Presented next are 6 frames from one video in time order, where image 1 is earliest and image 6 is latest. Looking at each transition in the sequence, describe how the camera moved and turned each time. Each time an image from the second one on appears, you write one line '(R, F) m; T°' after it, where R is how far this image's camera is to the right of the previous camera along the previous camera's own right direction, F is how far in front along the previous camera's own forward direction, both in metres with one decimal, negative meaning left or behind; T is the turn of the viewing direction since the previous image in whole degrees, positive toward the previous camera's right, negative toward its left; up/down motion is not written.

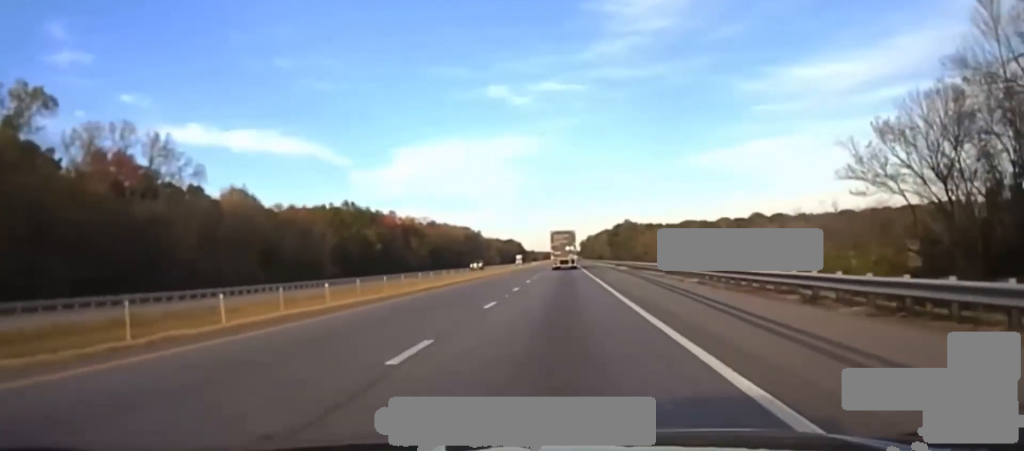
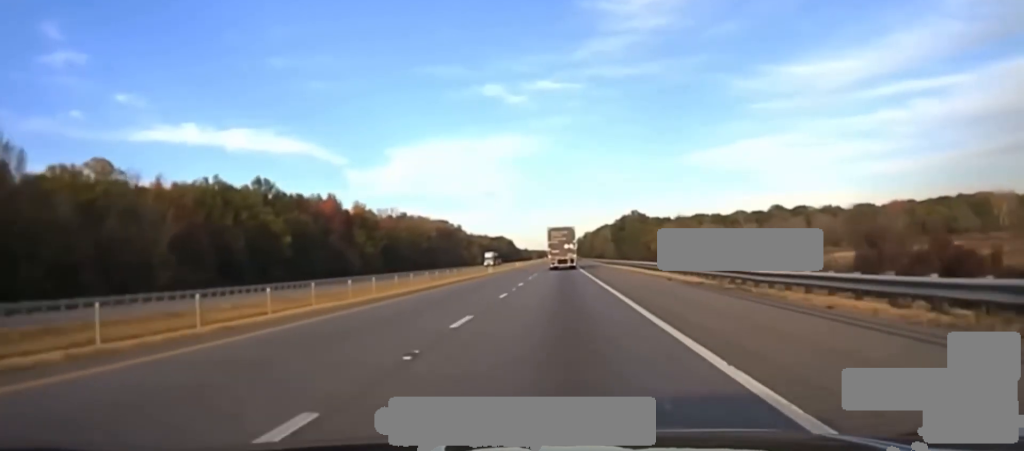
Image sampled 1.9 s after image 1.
(+0.3, +59.1) m; 0°
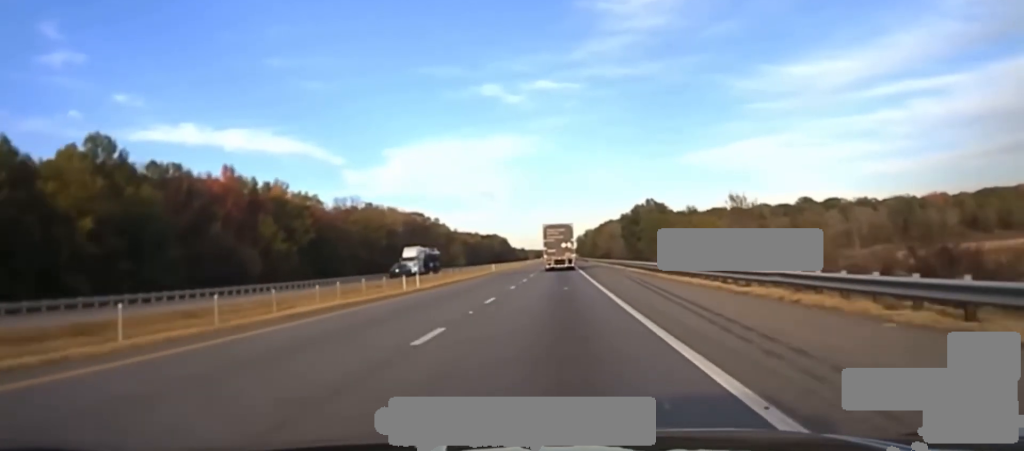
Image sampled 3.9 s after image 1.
(-0.2, +65.6) m; 0°
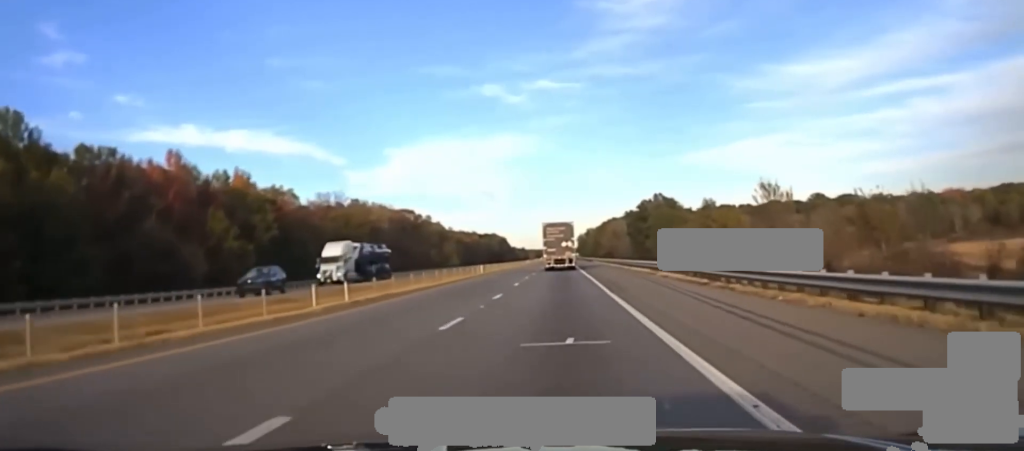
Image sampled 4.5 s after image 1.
(+0.3, +23.1) m; 0°
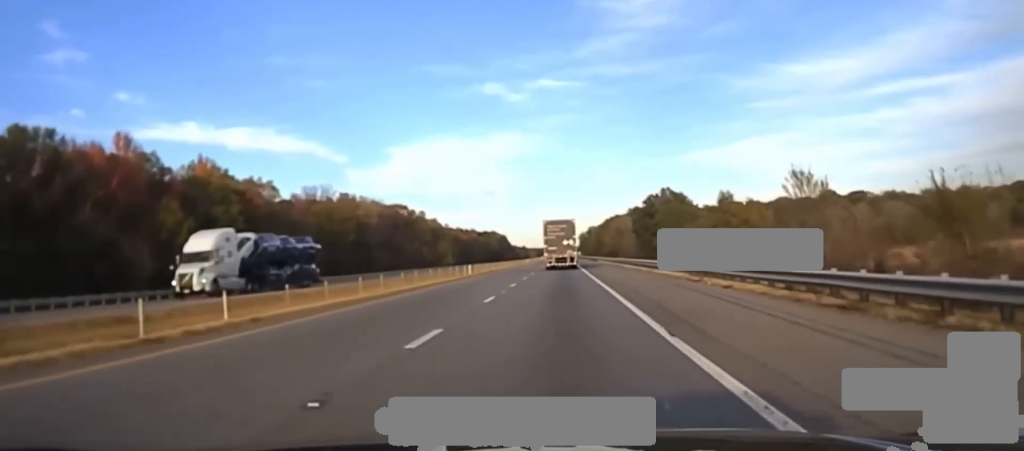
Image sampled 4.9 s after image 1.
(0.0, +16.5) m; 0°
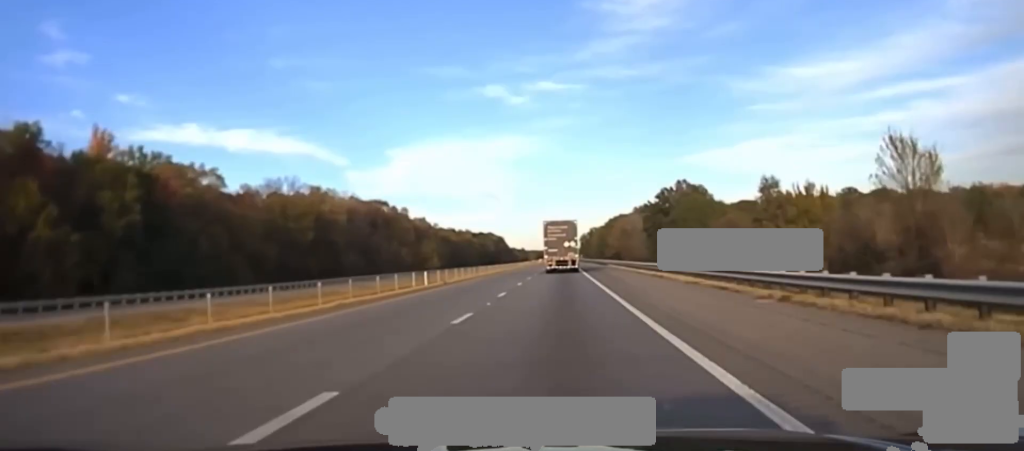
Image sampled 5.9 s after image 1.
(-0.2, +35.5) m; -1°
